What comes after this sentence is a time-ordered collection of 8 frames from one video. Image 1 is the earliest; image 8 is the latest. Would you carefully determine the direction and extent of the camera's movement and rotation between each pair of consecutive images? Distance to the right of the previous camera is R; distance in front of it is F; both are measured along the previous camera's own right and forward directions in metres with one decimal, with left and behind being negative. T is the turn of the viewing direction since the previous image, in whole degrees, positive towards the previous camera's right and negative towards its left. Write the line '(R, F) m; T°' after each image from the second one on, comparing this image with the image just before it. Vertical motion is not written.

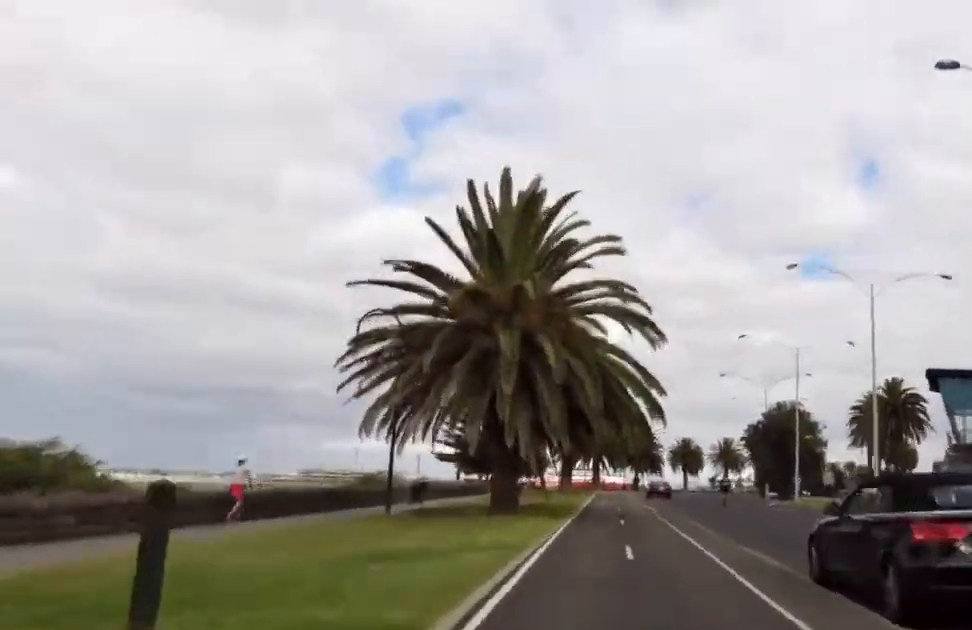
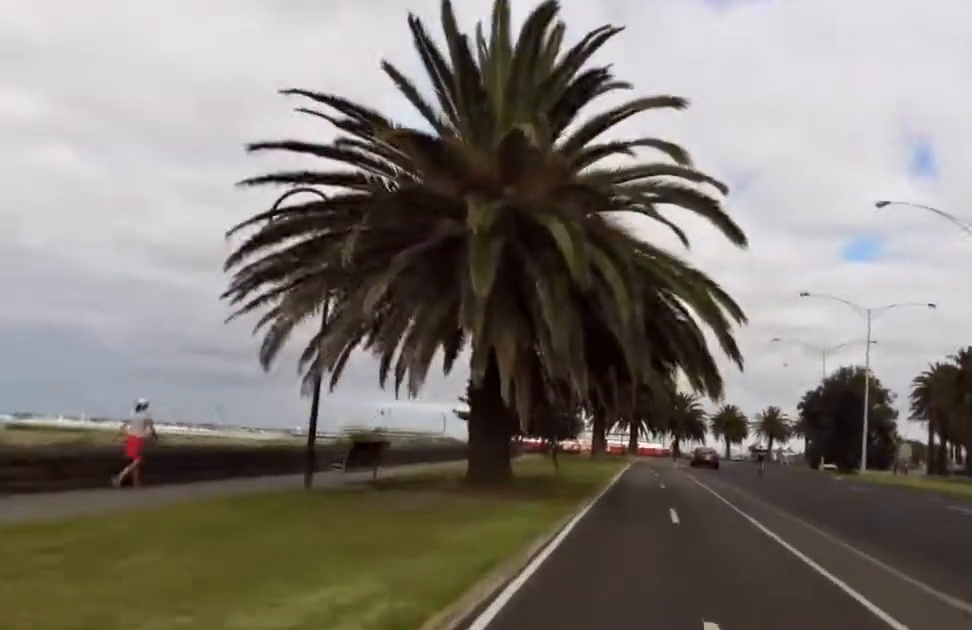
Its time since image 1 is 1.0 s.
(-1.0, +8.2) m; -4°
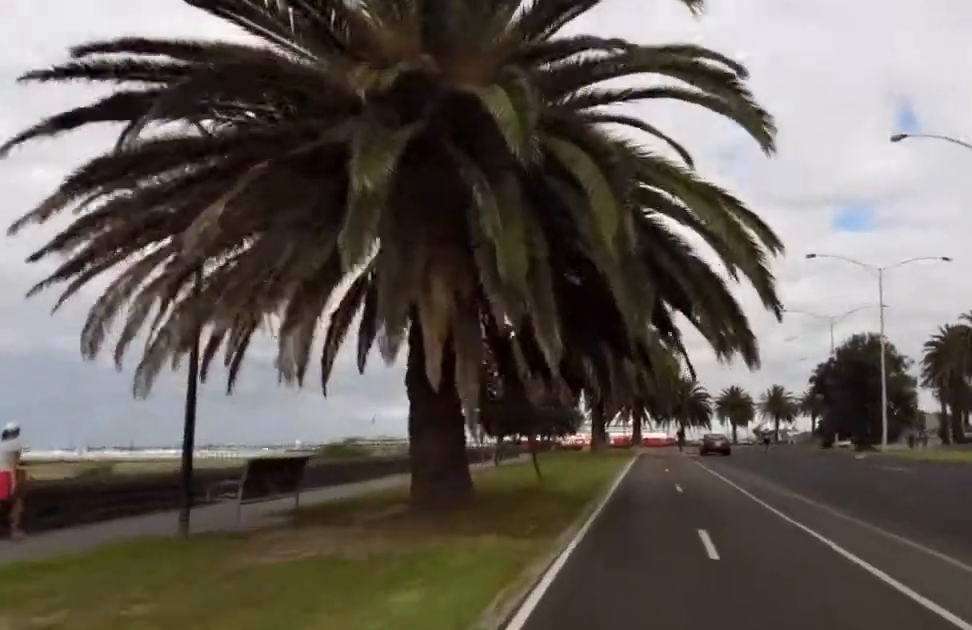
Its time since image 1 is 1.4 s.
(-0.2, +3.9) m; +5°
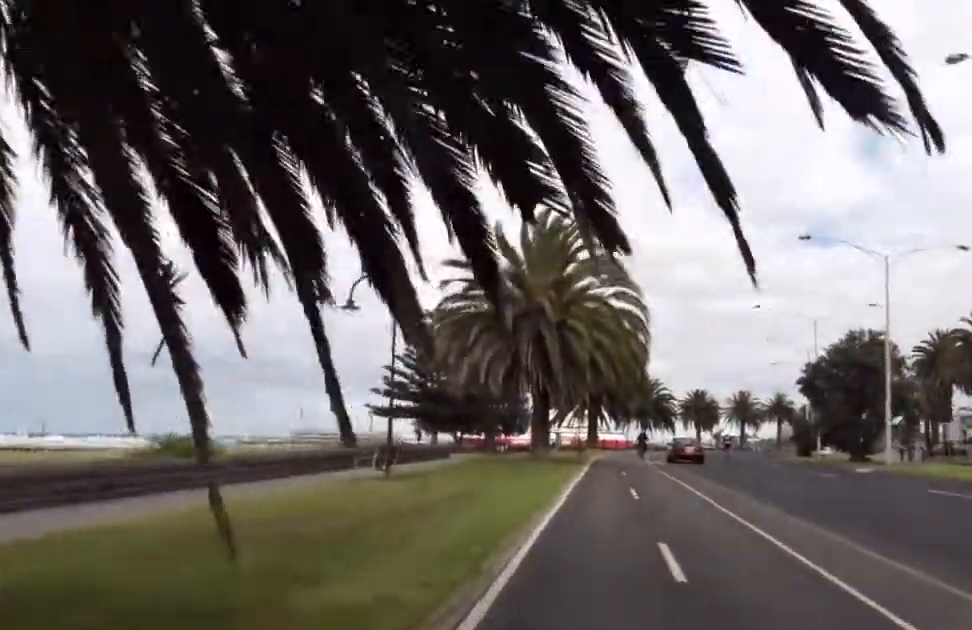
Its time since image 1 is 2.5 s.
(+1.2, +8.6) m; +2°
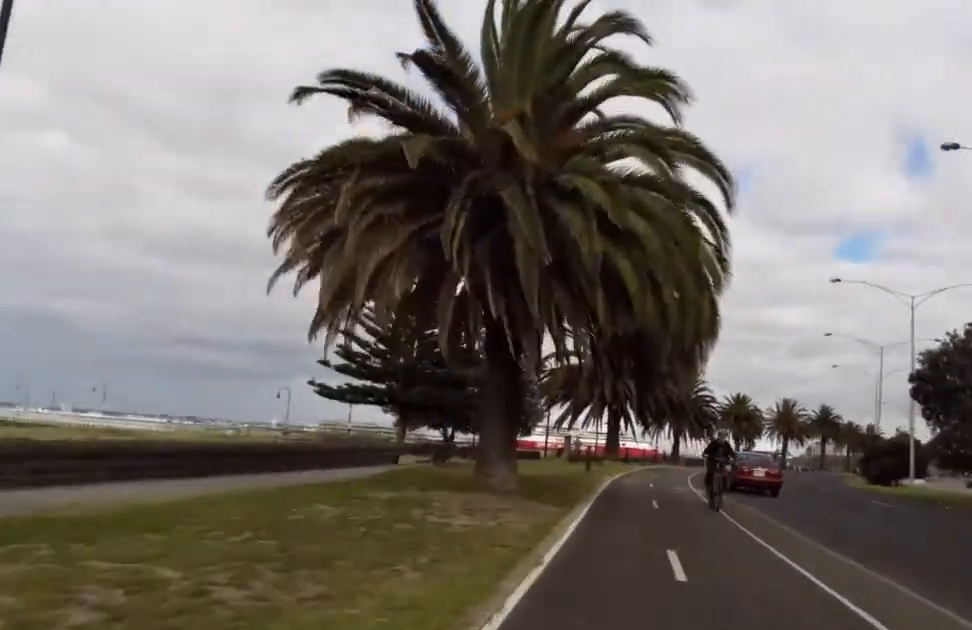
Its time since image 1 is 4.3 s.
(-0.3, +14.8) m; 0°
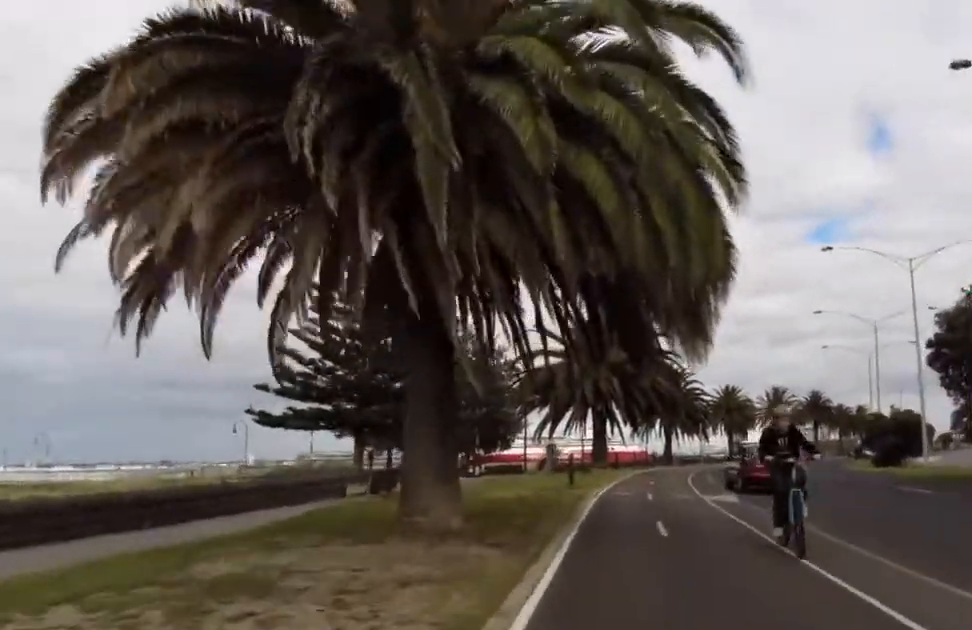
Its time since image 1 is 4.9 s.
(+0.3, +4.2) m; +1°
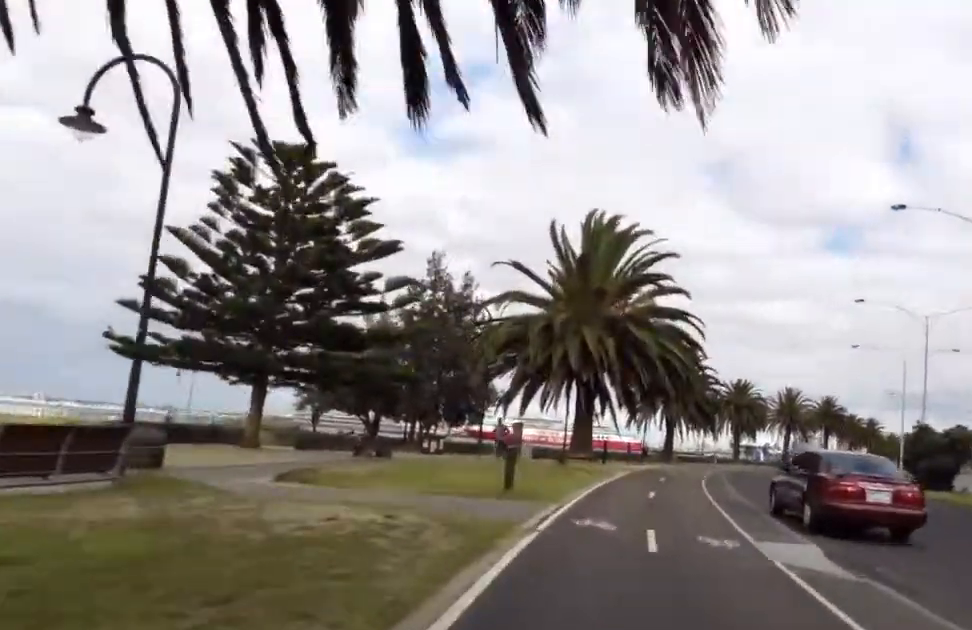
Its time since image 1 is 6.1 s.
(-0.5, +9.6) m; +1°
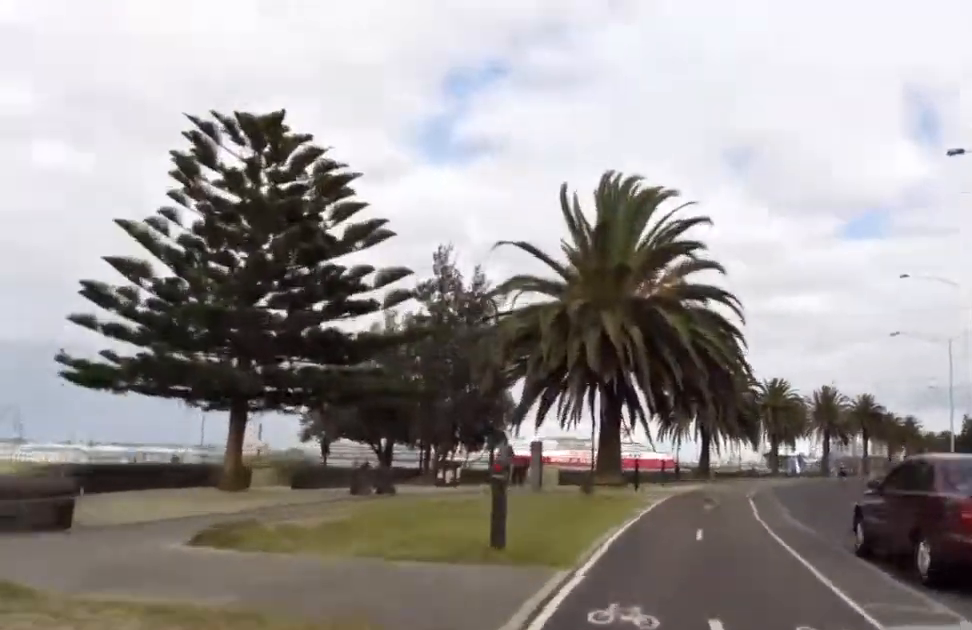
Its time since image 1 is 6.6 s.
(+0.7, +3.7) m; 0°
